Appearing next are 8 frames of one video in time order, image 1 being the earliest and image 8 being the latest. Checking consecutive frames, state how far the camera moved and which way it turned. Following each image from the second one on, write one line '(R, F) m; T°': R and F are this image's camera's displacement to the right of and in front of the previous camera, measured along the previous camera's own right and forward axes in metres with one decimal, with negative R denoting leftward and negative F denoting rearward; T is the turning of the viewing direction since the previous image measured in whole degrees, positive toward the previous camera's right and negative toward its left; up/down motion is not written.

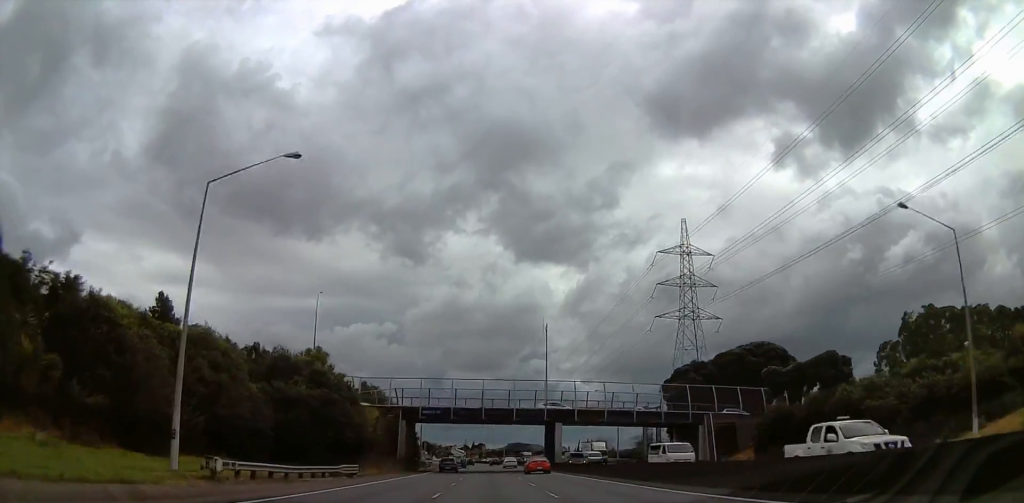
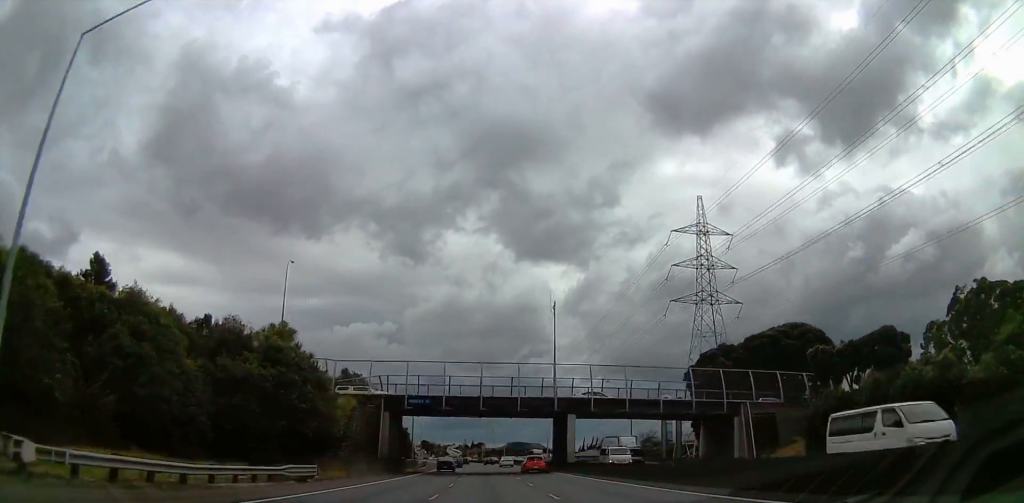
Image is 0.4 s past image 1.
(+0.1, +10.7) m; 0°
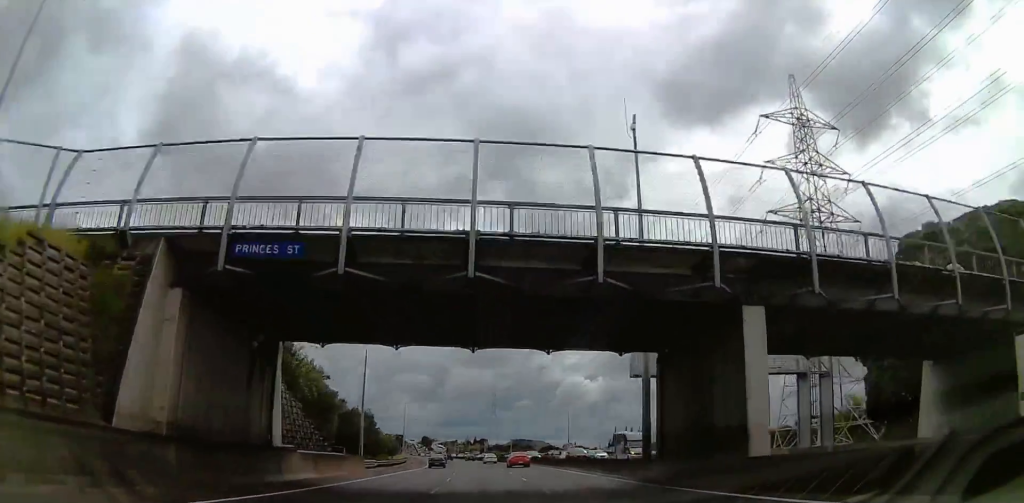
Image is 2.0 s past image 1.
(-0.2, +38.1) m; +1°
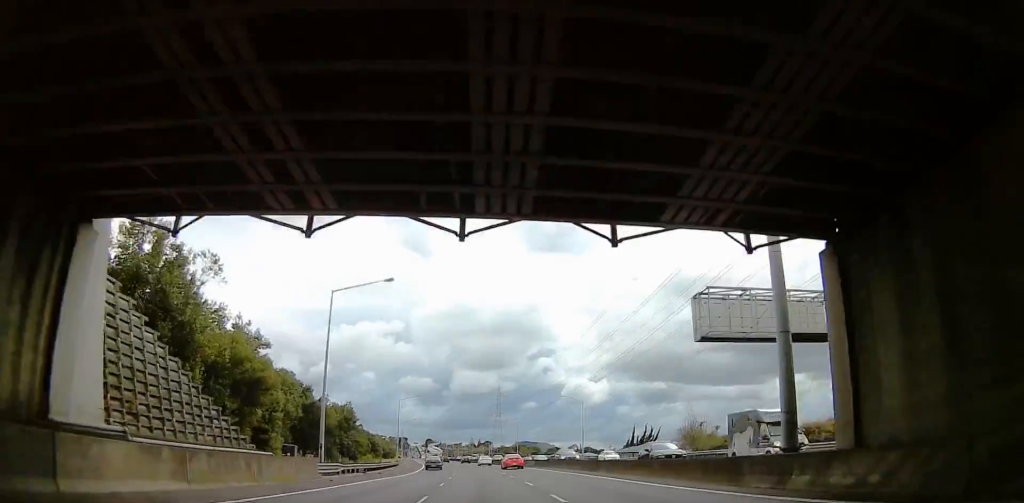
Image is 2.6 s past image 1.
(+0.2, +13.7) m; +1°
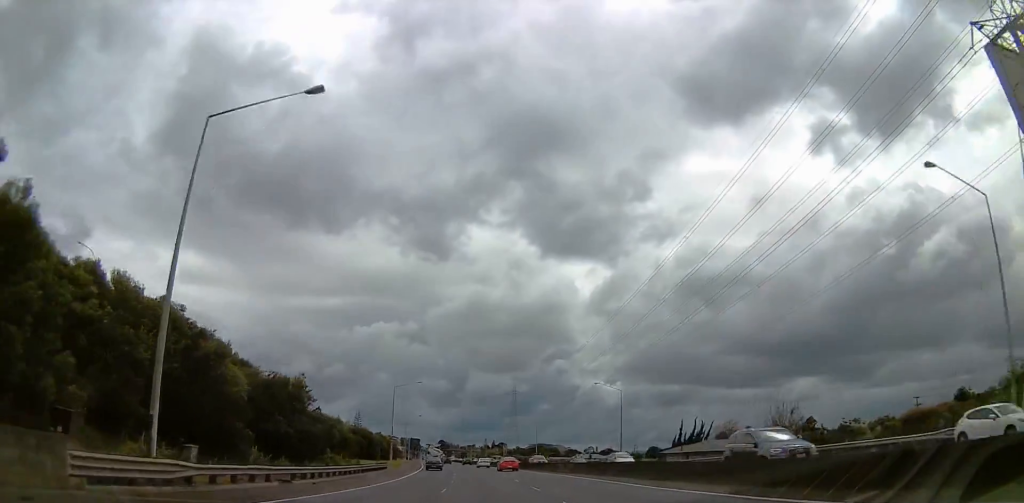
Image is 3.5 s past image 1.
(0.0, +22.5) m; -2°
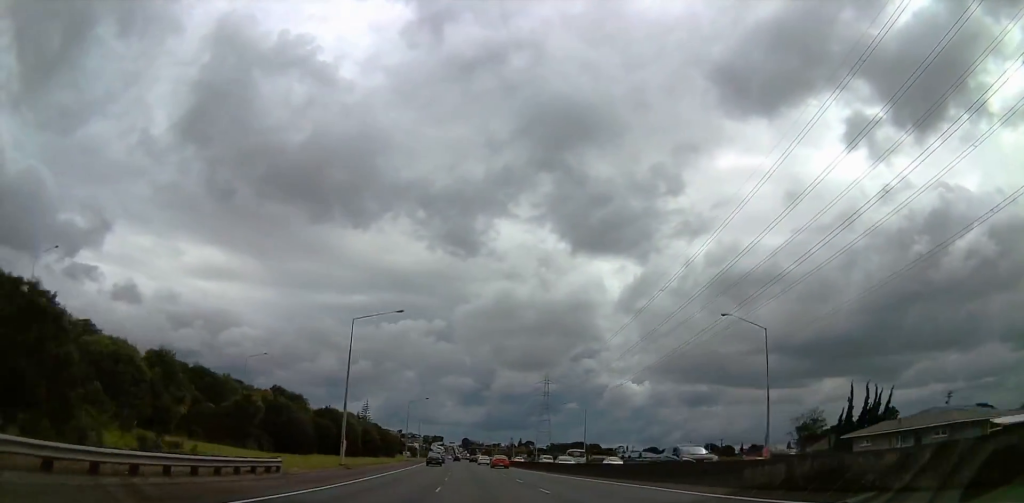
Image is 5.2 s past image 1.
(-1.9, +42.7) m; -3°
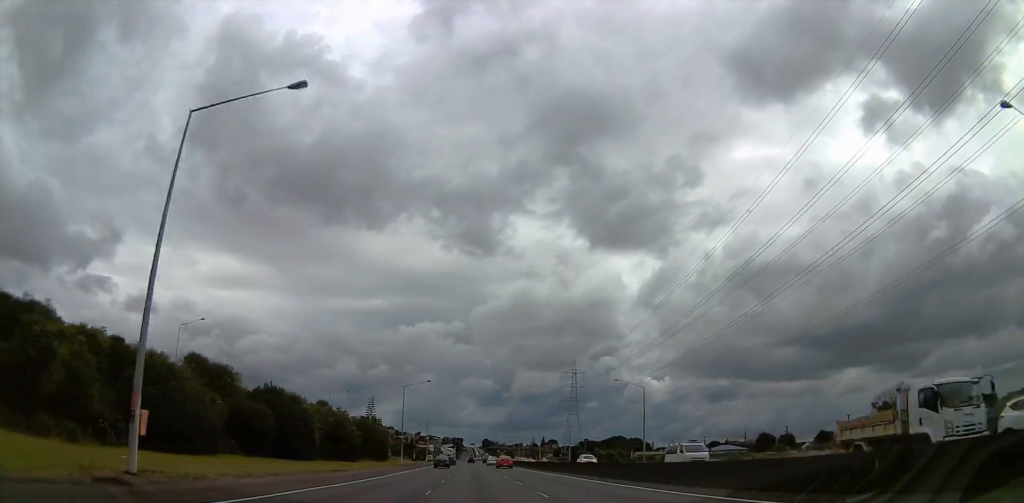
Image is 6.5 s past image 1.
(-0.1, +31.3) m; 0°
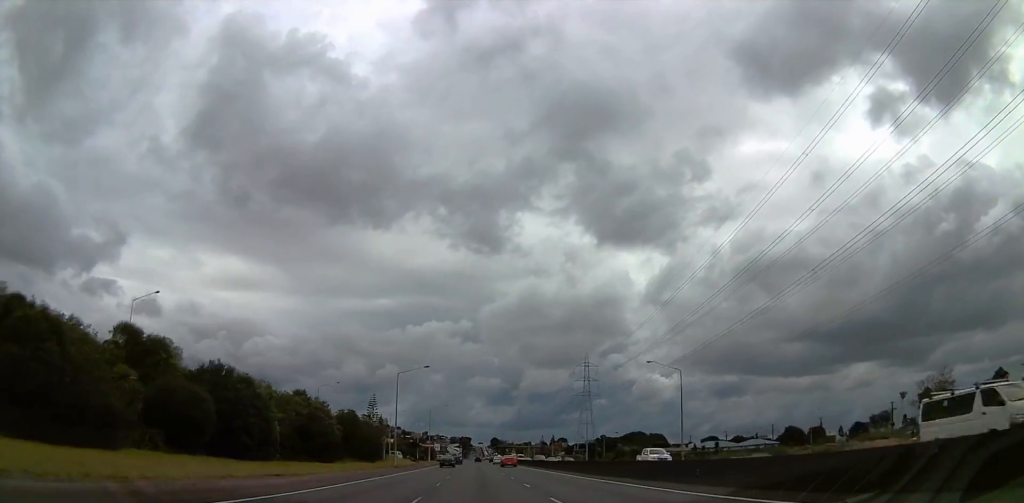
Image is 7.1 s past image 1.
(+0.1, +13.6) m; -1°
